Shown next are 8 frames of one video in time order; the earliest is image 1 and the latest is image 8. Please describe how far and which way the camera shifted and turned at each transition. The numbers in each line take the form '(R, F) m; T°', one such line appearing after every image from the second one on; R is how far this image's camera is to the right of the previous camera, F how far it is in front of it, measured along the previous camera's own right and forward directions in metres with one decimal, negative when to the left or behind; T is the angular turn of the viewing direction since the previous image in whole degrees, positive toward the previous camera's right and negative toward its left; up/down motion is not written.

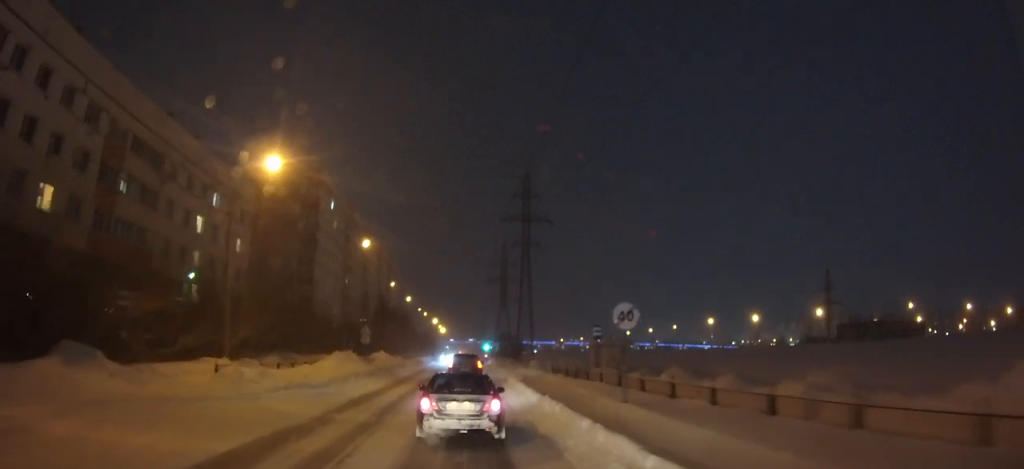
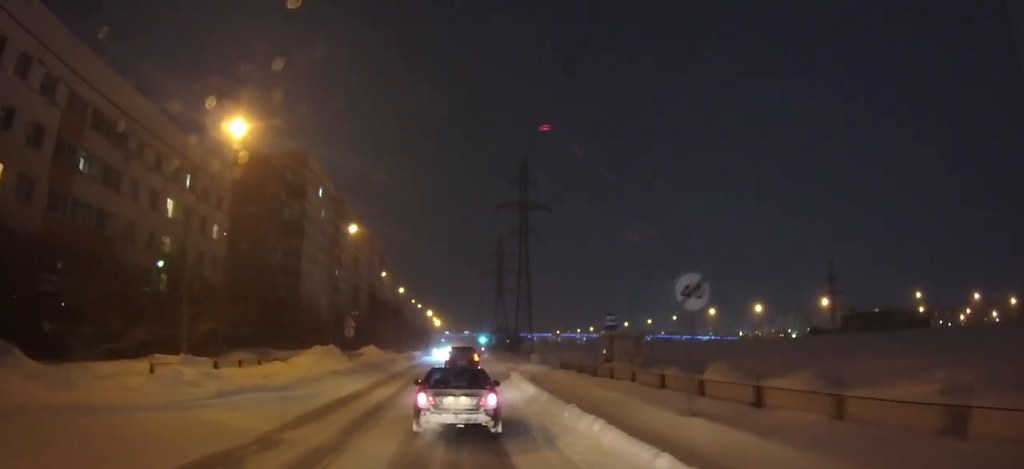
(0.0, +4.9) m; 0°
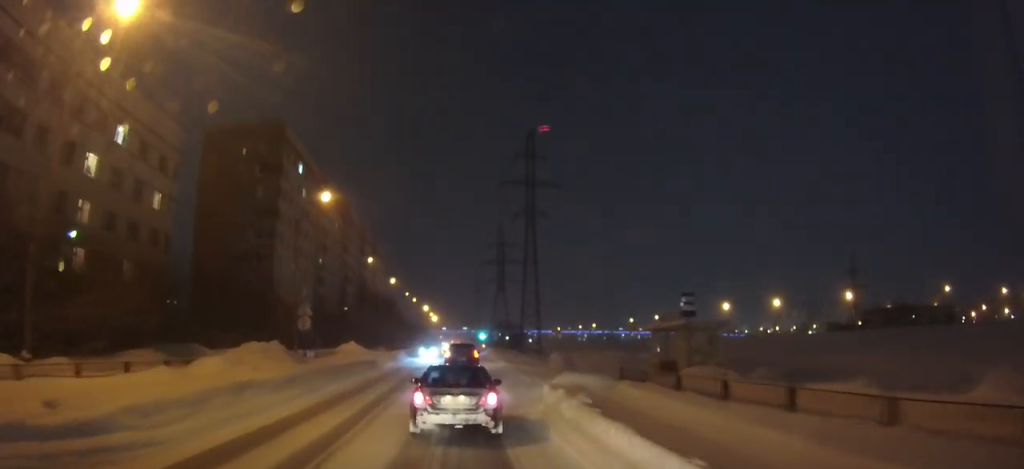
(+0.1, +11.5) m; 0°
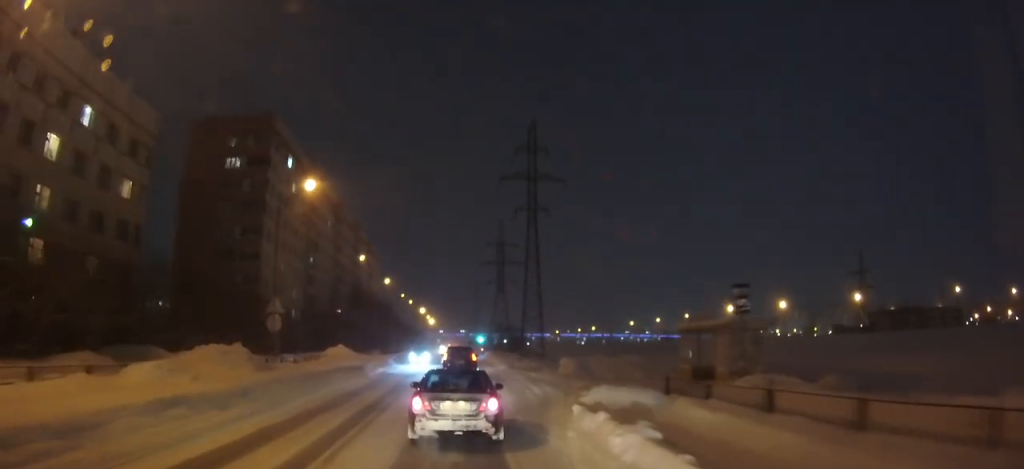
(0.0, +4.4) m; 0°
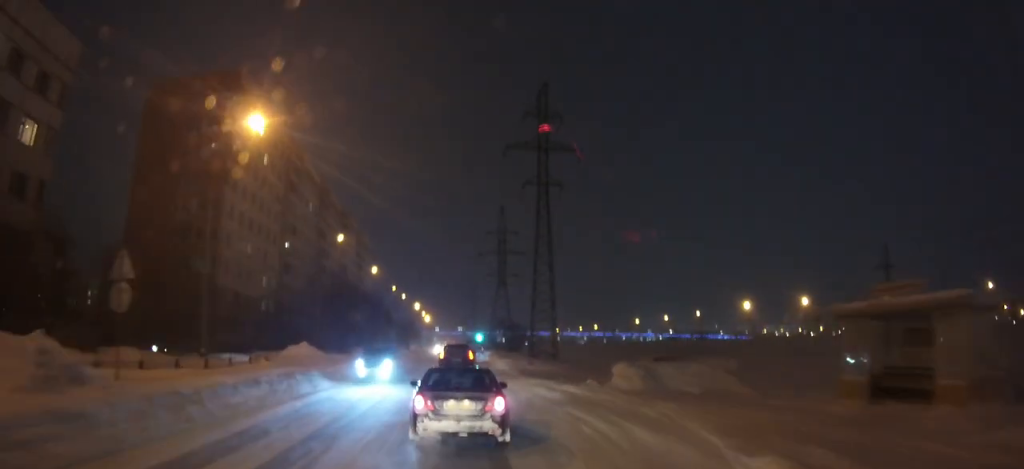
(0.0, +11.9) m; 0°
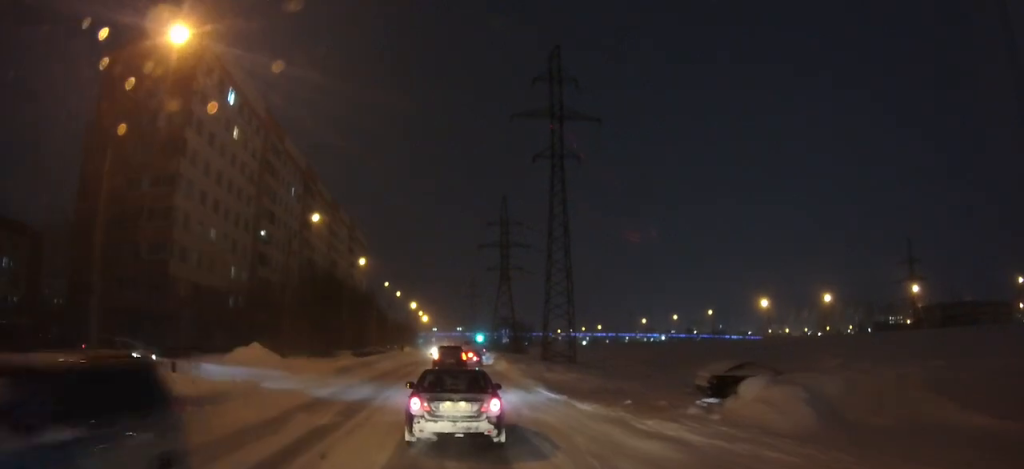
(0.0, +10.1) m; 0°
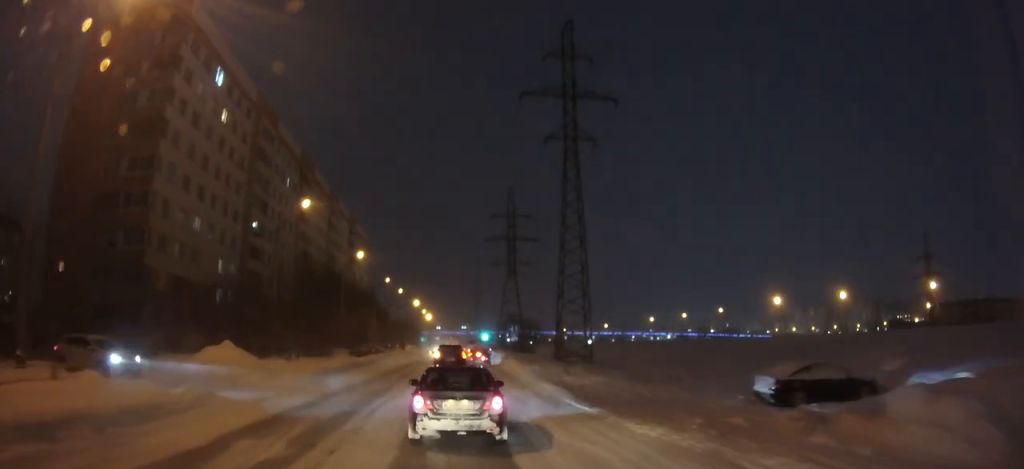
(0.0, +4.7) m; -1°
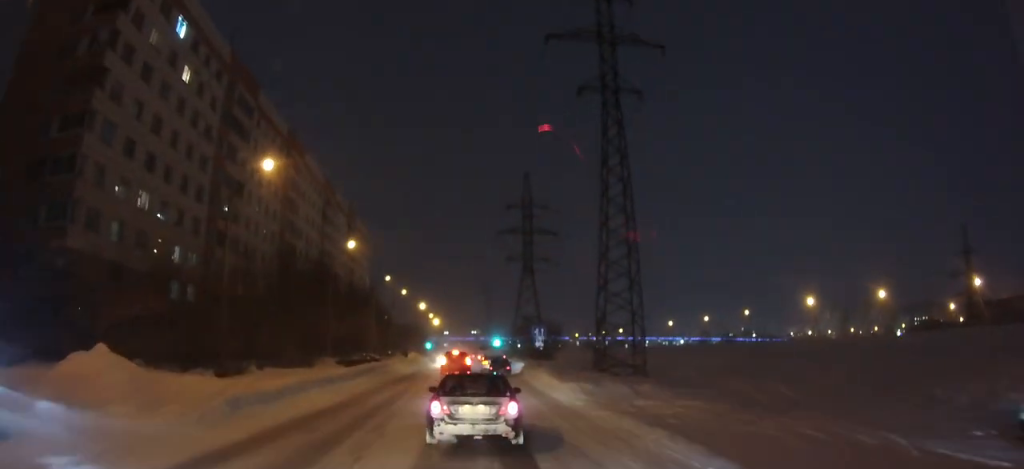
(-0.1, +11.4) m; -1°
